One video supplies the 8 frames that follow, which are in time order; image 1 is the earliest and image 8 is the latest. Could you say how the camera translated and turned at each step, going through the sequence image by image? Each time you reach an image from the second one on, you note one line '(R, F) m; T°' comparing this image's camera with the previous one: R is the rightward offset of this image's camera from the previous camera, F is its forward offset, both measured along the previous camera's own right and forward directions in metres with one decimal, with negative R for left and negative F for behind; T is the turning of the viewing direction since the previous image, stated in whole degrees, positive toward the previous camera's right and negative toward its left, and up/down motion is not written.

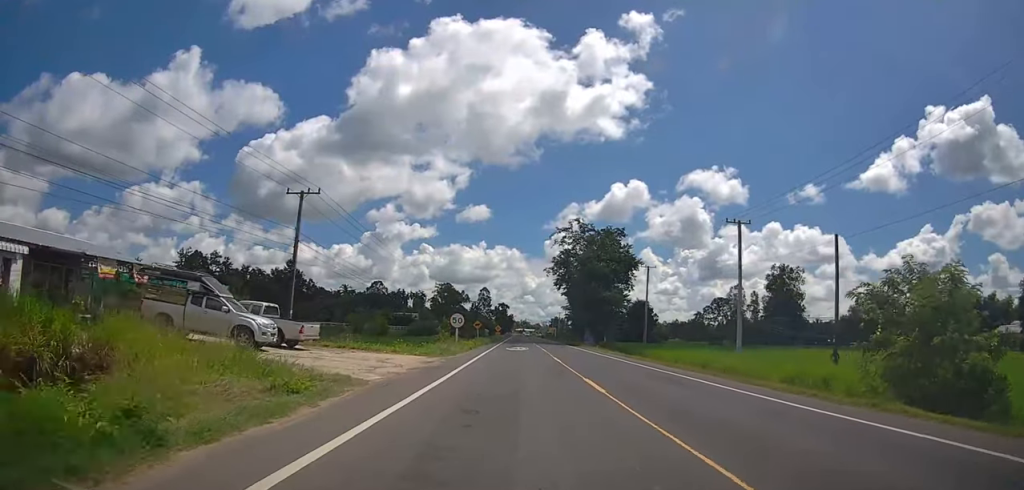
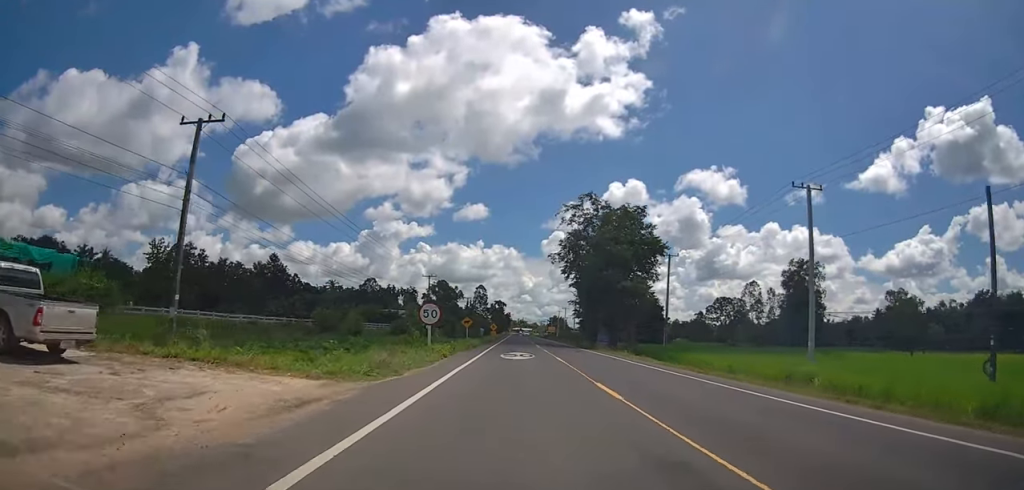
(+0.2, +13.6) m; +1°
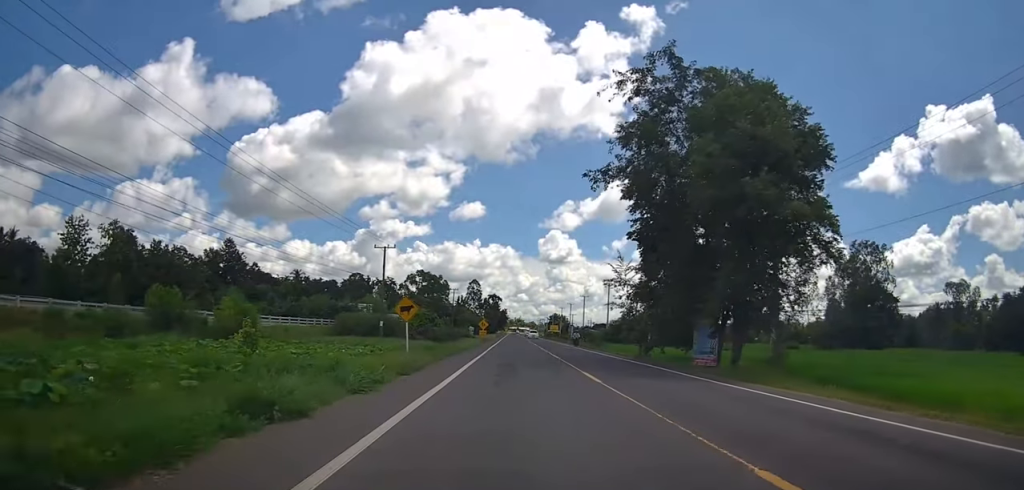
(-0.2, +33.3) m; -2°
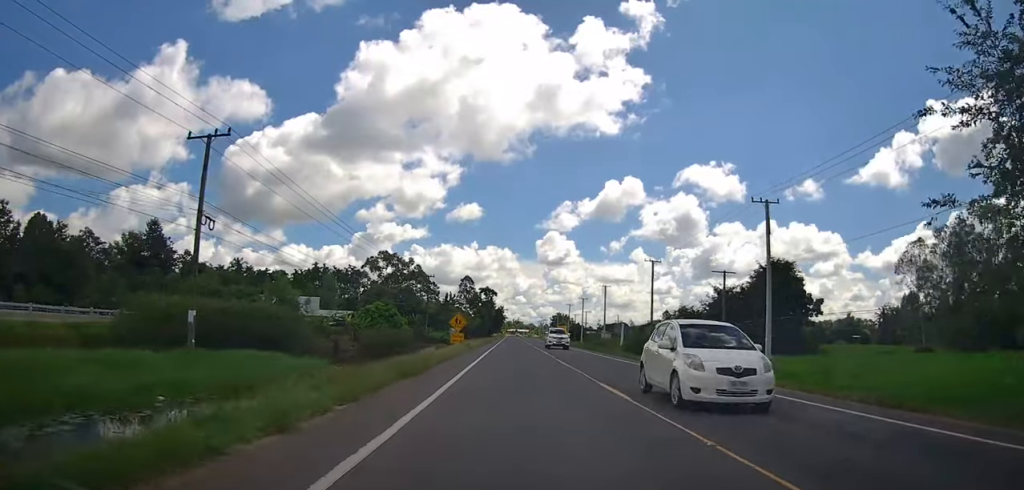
(+0.5, +40.3) m; +2°
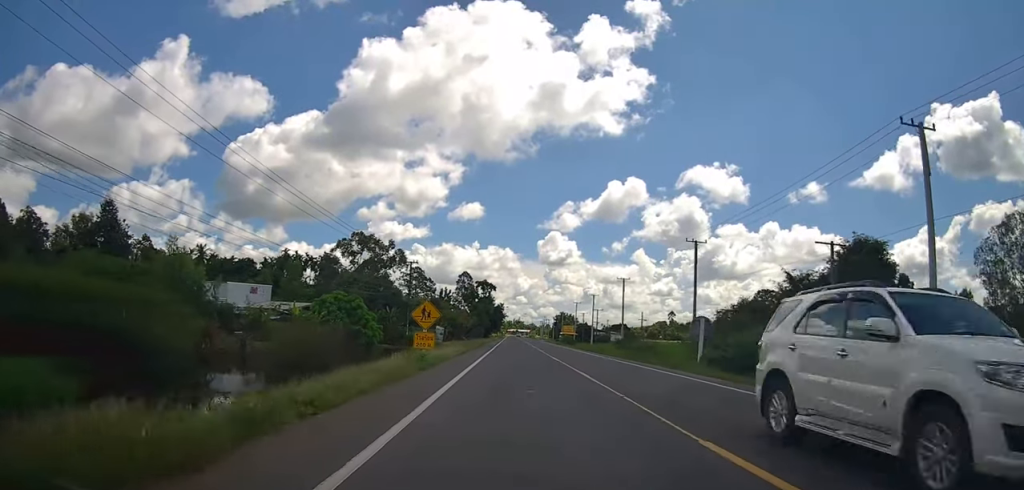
(-0.3, +19.4) m; -1°
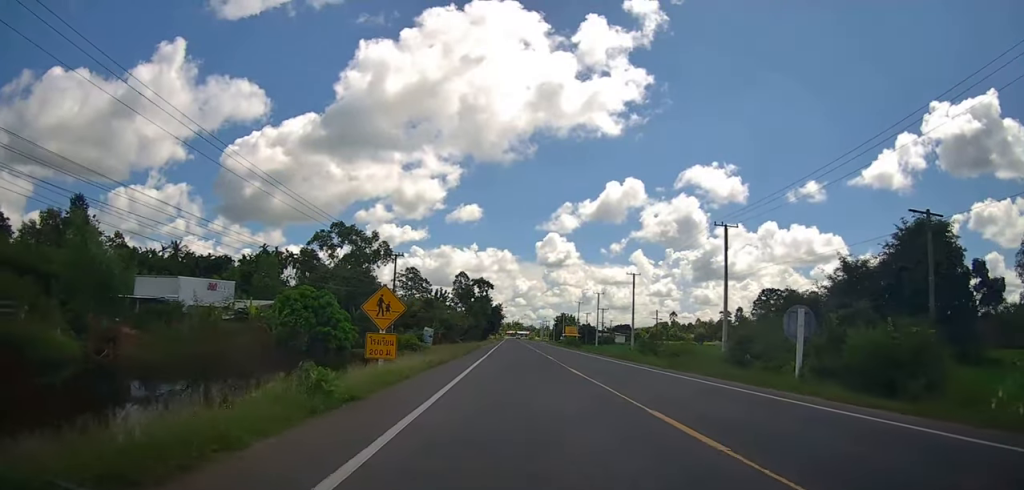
(-0.4, +9.9) m; 0°
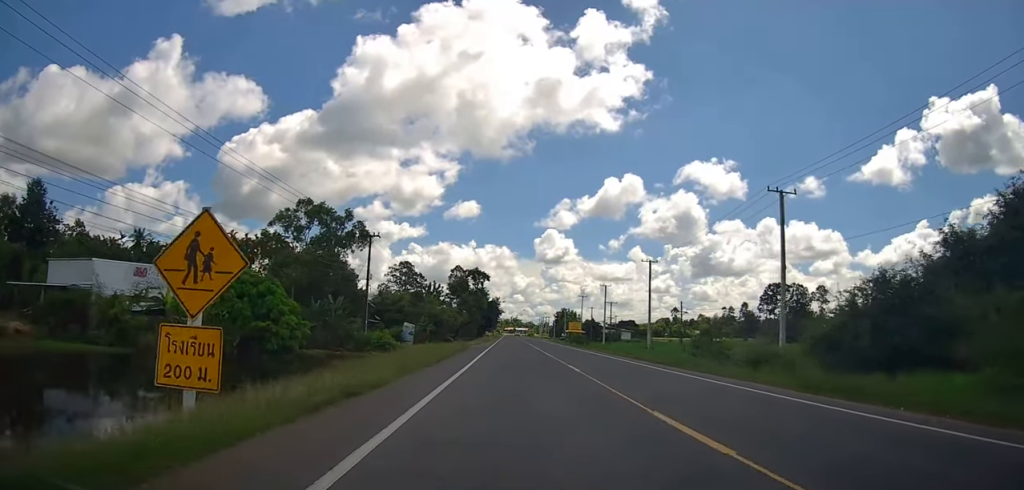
(+0.3, +12.5) m; +1°
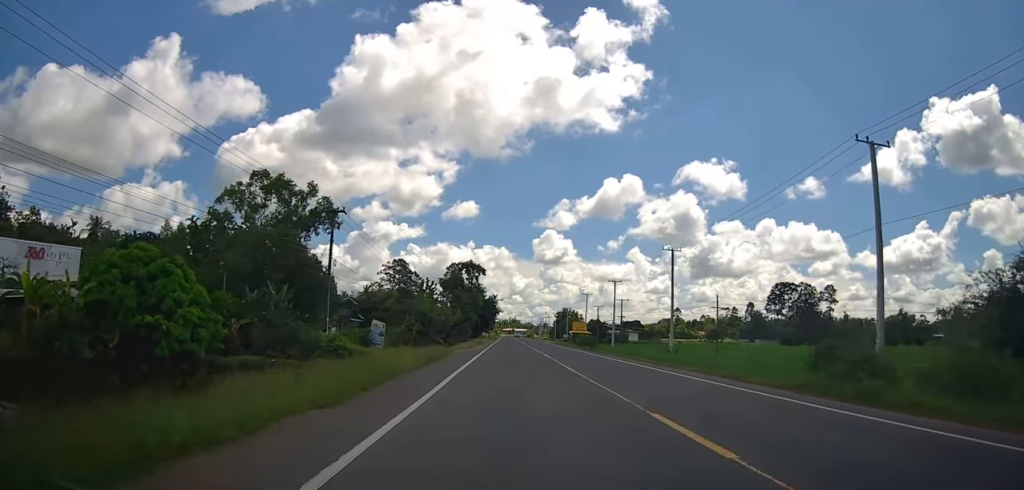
(+0.3, +12.5) m; +1°
